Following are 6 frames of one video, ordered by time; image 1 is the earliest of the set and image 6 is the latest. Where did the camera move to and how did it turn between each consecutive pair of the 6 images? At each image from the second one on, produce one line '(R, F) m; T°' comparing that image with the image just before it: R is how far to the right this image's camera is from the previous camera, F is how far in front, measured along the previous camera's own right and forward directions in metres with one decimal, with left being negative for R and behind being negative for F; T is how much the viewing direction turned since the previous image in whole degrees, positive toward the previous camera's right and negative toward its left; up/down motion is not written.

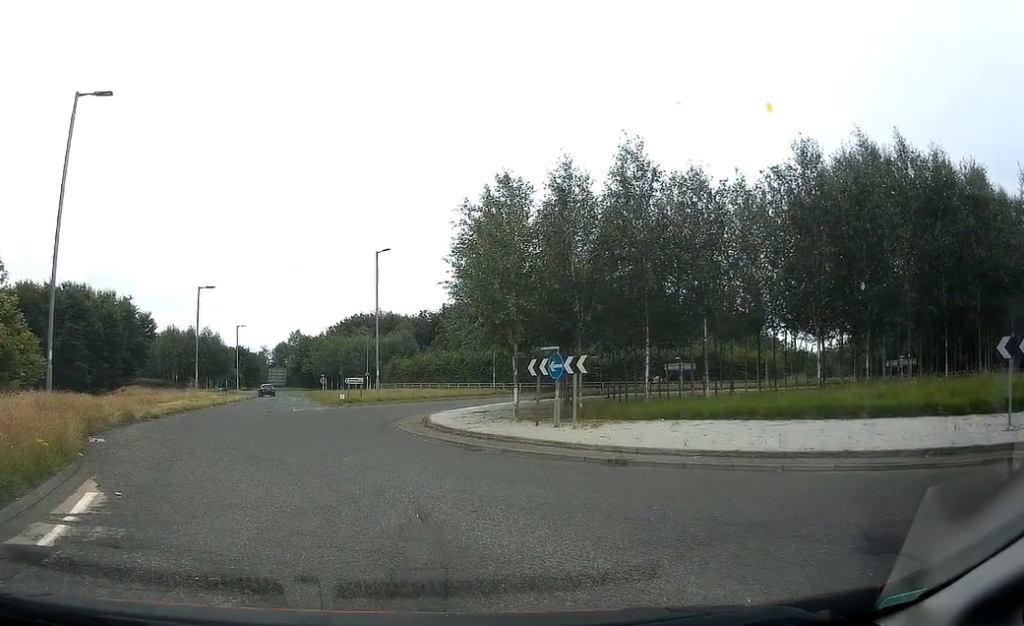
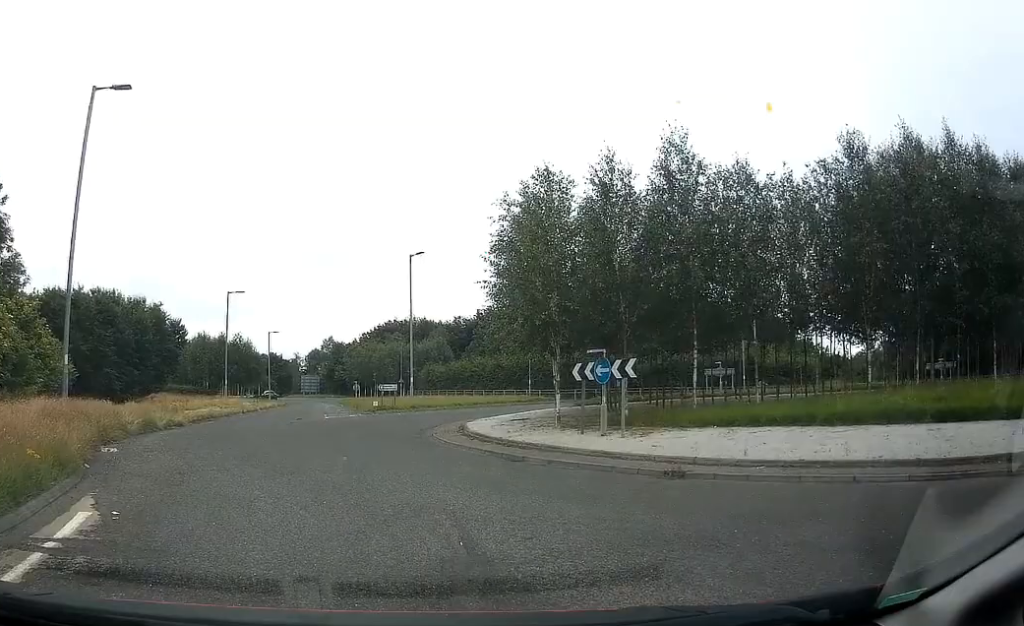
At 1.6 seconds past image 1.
(-0.1, +0.8) m; 0°
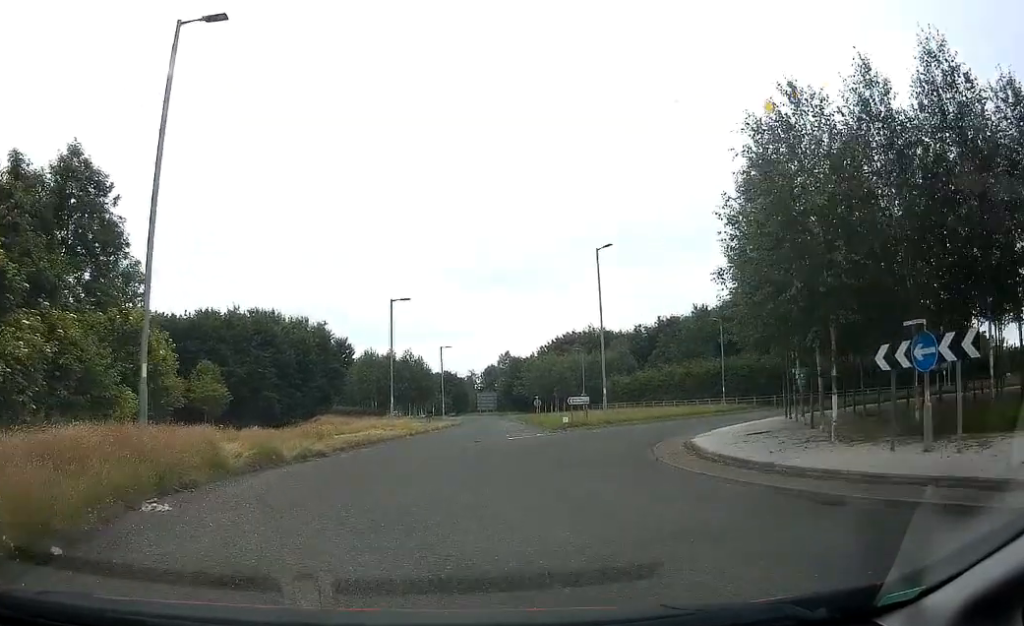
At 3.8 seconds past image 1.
(-0.8, +2.8) m; -17°
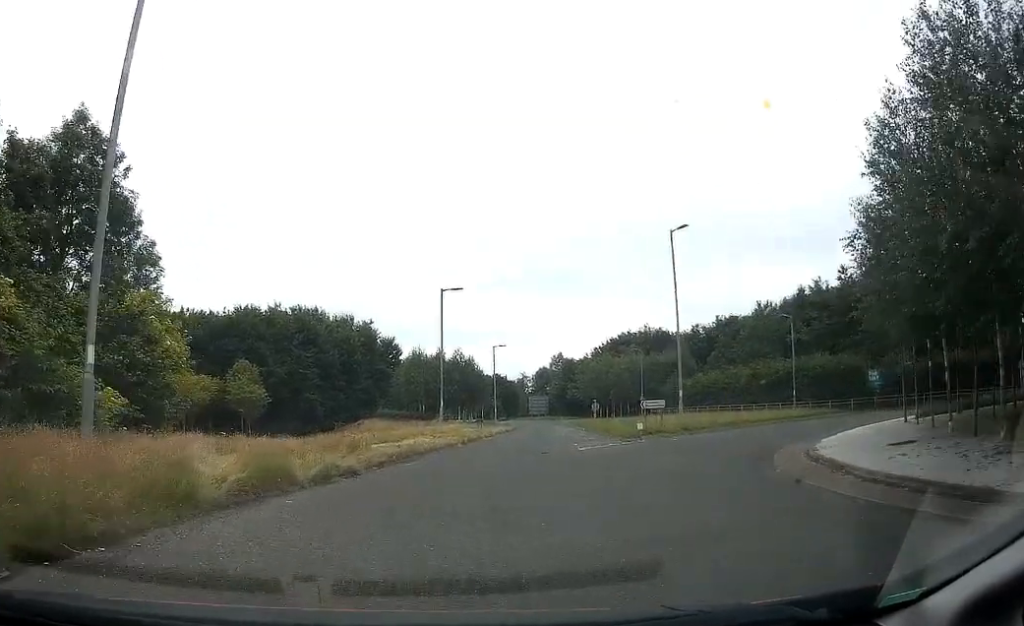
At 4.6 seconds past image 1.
(+0.1, +3.7) m; 0°
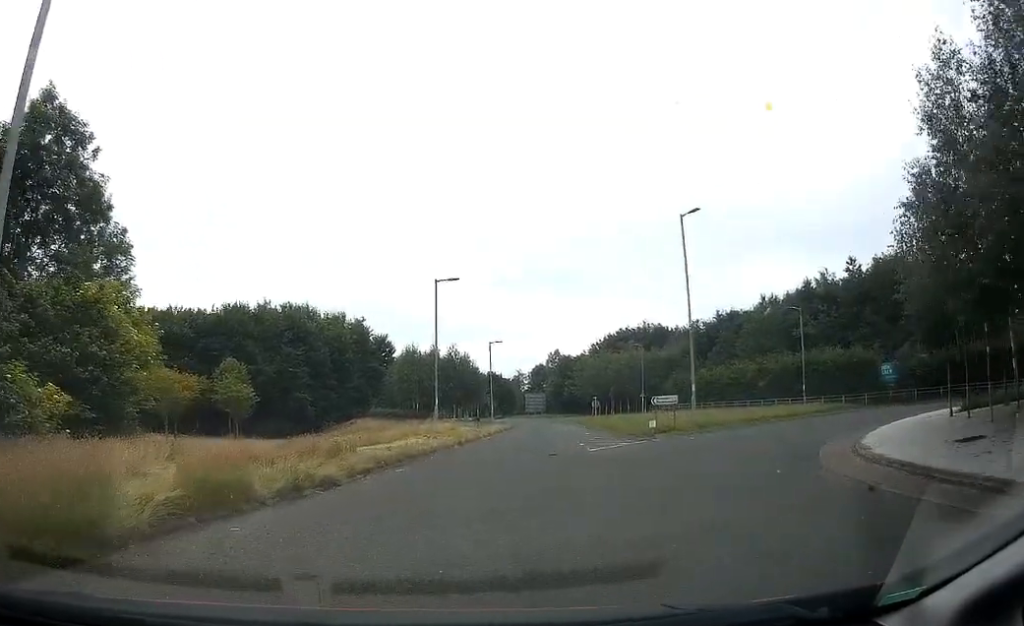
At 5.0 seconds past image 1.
(+0.1, +2.3) m; 0°
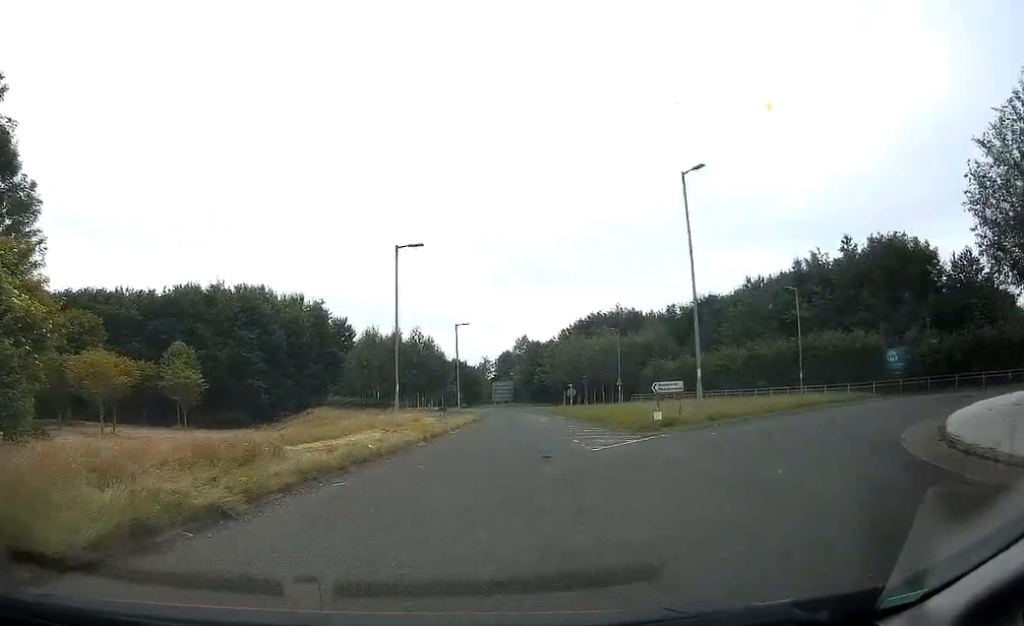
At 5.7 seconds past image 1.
(-0.1, +4.9) m; 0°
